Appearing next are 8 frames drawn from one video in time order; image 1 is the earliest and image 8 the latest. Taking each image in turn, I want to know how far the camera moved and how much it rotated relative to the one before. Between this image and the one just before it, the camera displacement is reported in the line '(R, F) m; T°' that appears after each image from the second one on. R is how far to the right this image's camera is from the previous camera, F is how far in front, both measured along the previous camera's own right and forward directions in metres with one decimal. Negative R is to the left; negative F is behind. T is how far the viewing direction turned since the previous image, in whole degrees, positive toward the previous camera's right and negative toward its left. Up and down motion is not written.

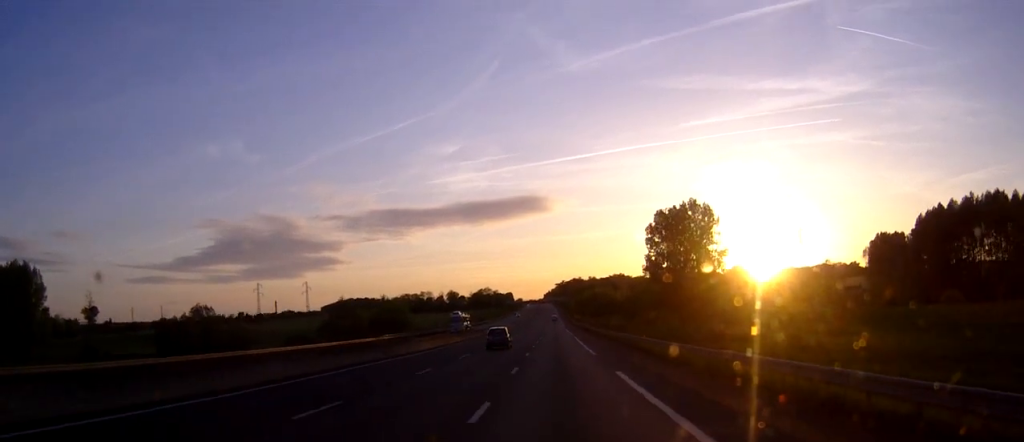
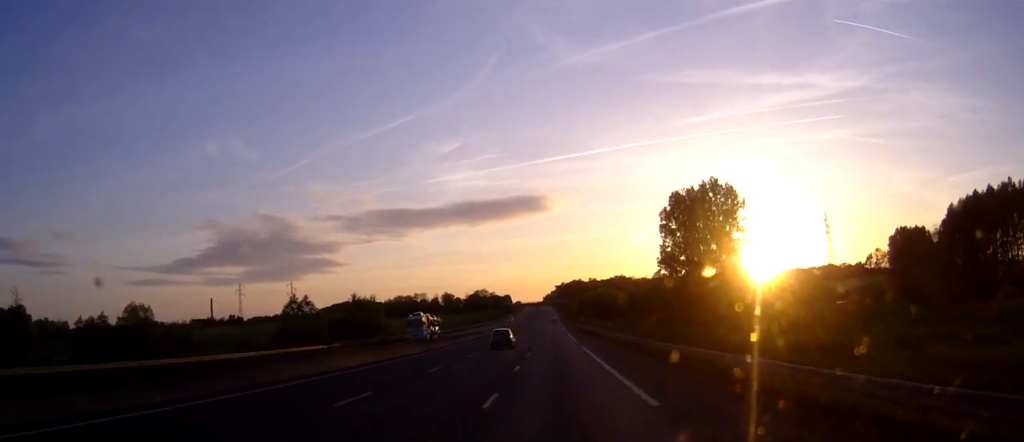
(+0.1, +22.7) m; 0°
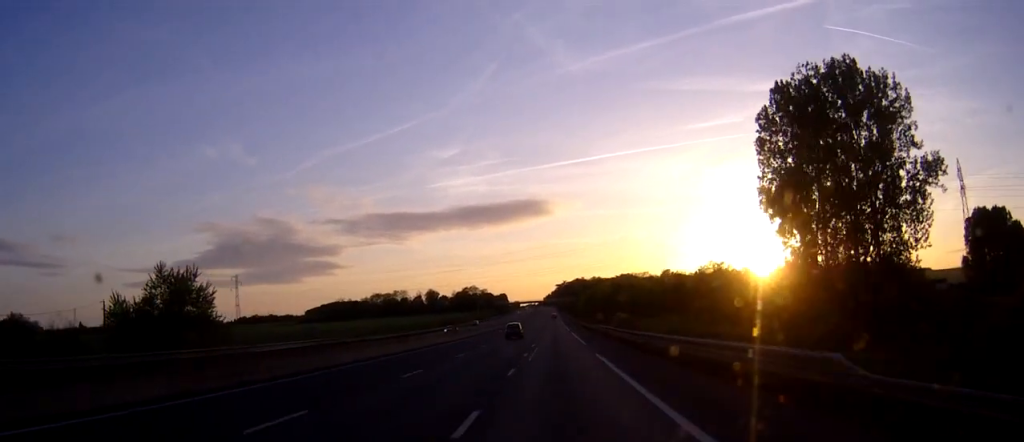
(0.0, +69.5) m; 0°
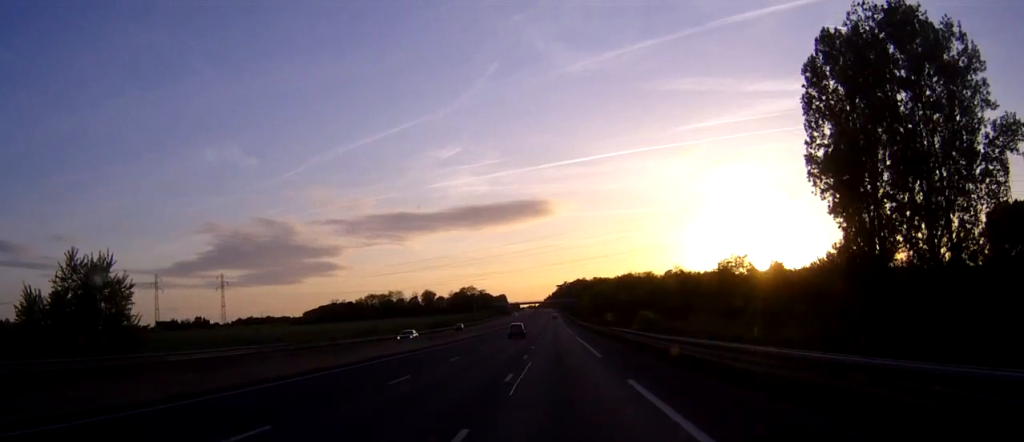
(0.0, +15.0) m; 0°
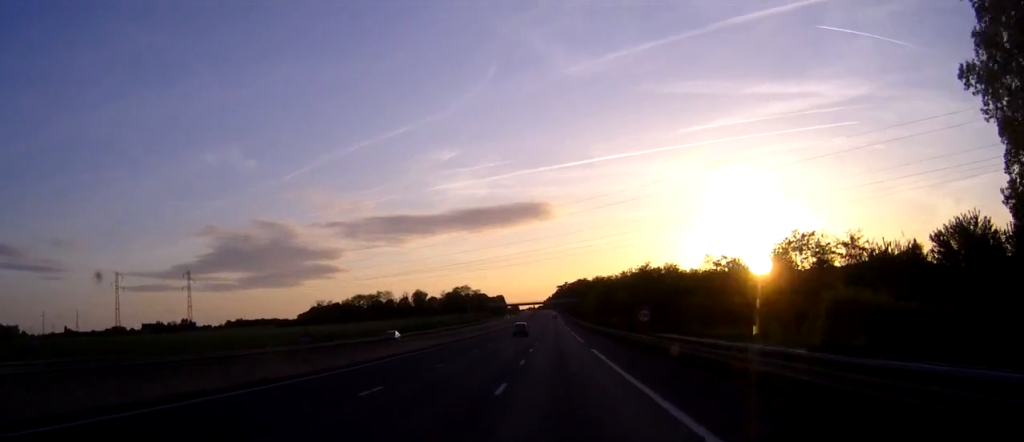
(0.0, +29.9) m; 0°
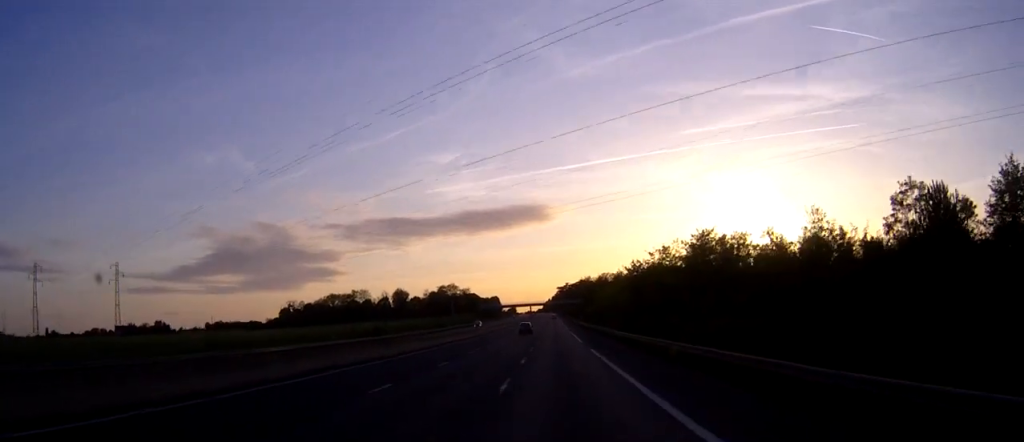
(0.0, +50.7) m; 0°
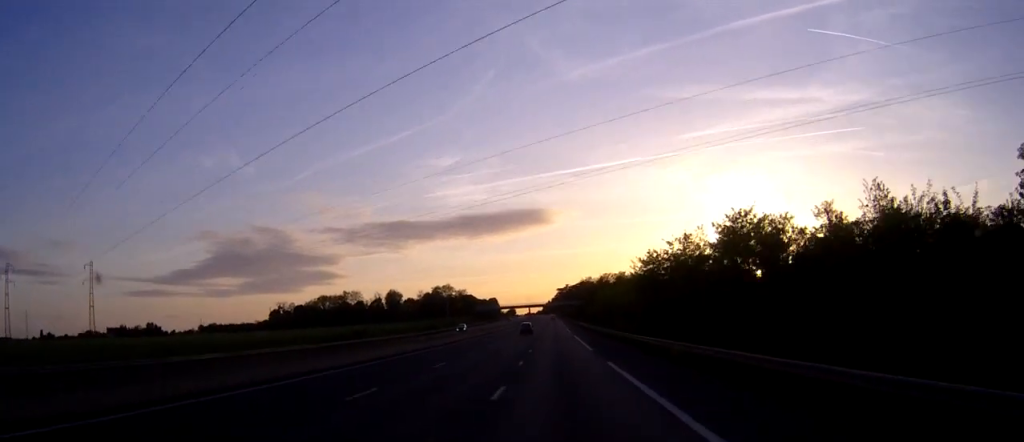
(0.0, +14.9) m; 0°
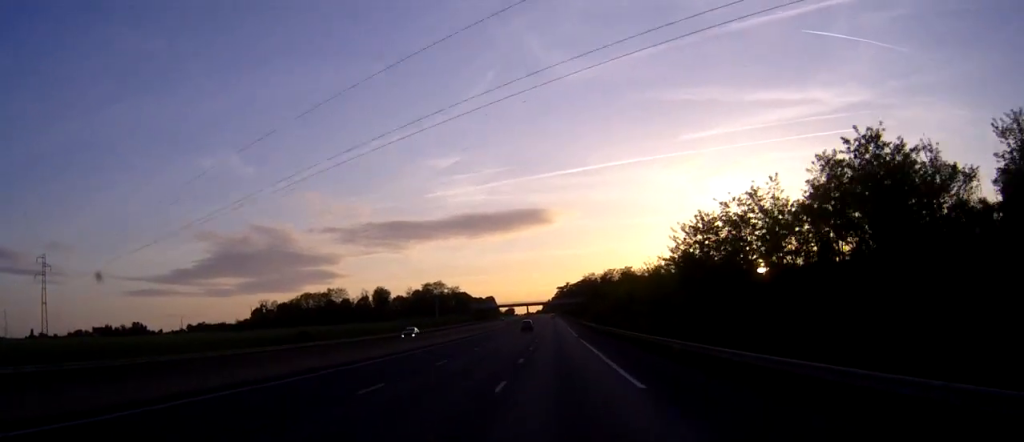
(0.0, +24.7) m; 0°
